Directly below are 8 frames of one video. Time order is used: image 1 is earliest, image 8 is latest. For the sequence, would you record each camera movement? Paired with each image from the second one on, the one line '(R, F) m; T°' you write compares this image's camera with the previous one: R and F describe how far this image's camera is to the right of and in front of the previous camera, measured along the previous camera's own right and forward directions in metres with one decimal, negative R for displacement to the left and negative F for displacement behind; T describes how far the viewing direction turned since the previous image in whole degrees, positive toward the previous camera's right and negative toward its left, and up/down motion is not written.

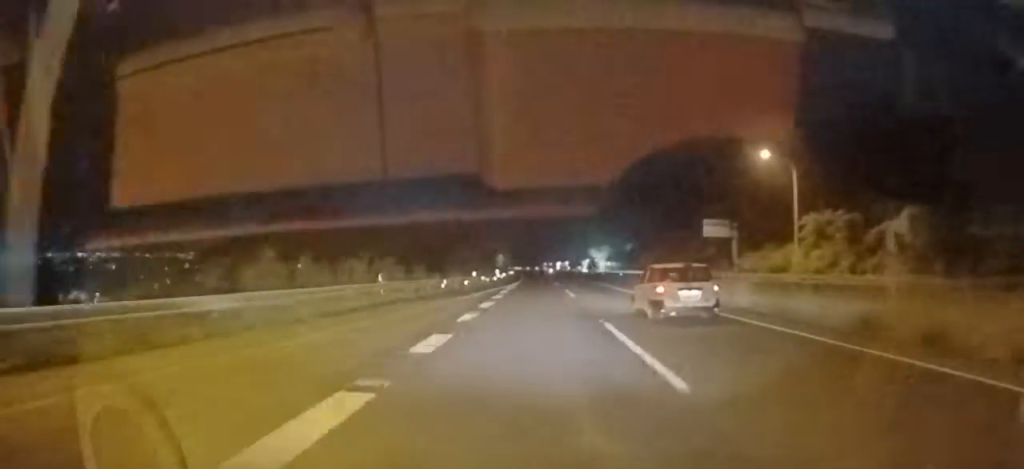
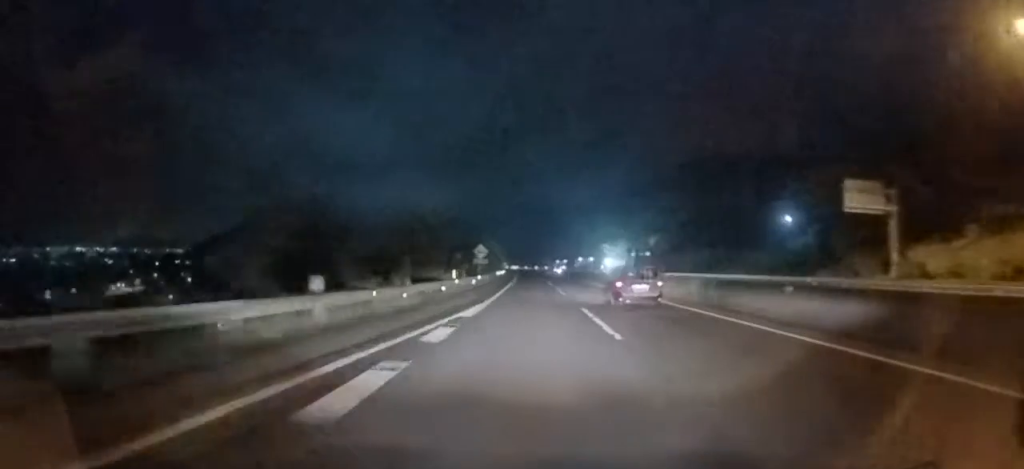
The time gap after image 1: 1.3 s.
(+0.3, +35.0) m; 0°
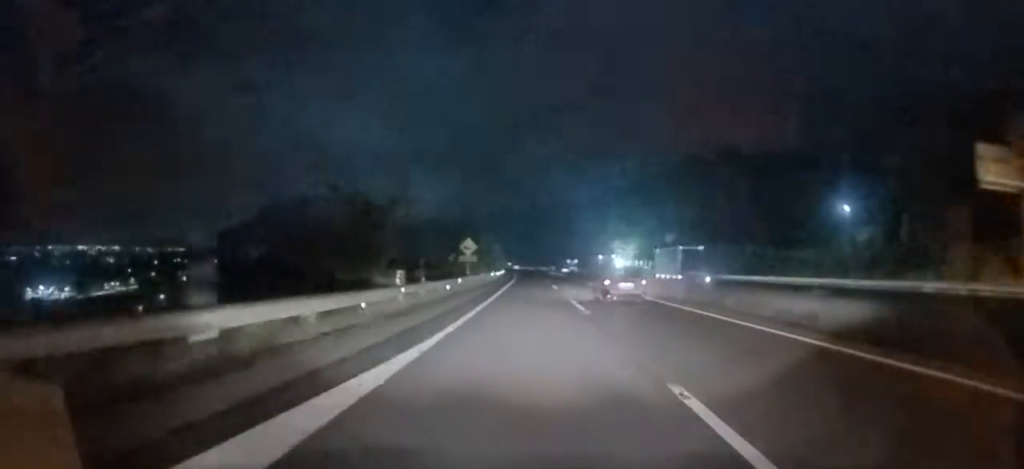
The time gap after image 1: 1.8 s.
(-1.1, +14.1) m; 0°
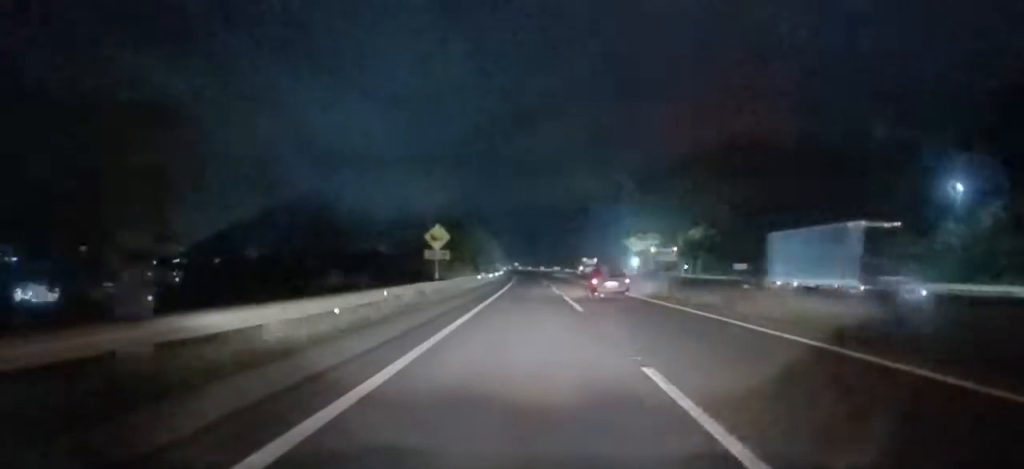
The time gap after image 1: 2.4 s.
(+2.9, +17.9) m; 0°
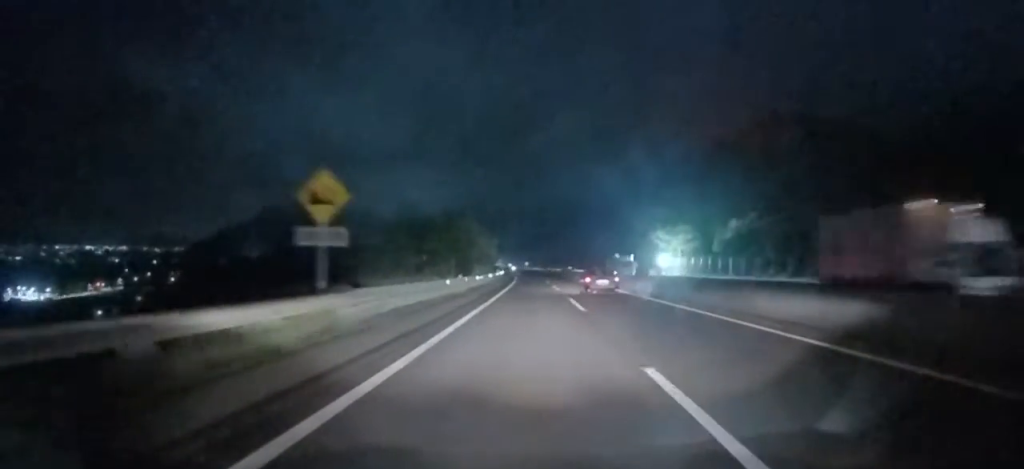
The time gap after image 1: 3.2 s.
(-1.4, +20.2) m; 0°
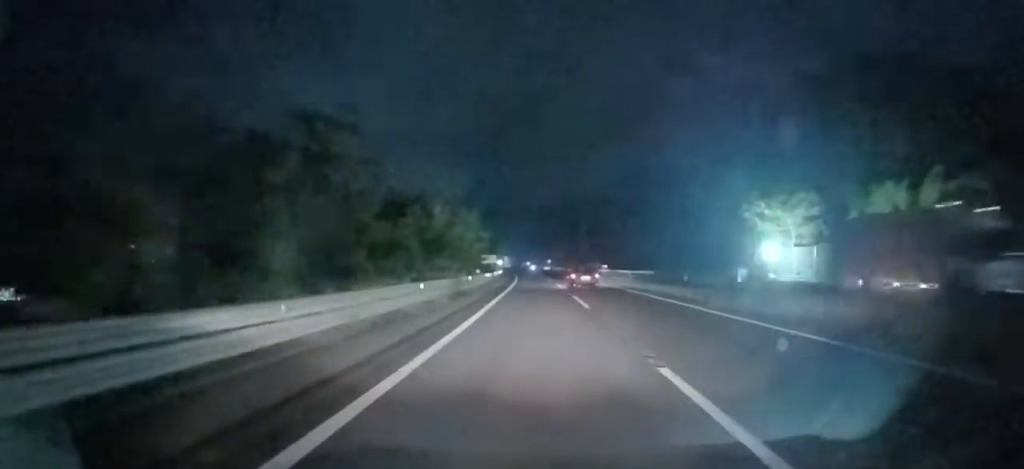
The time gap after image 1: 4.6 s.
(+2.2, +40.0) m; 0°
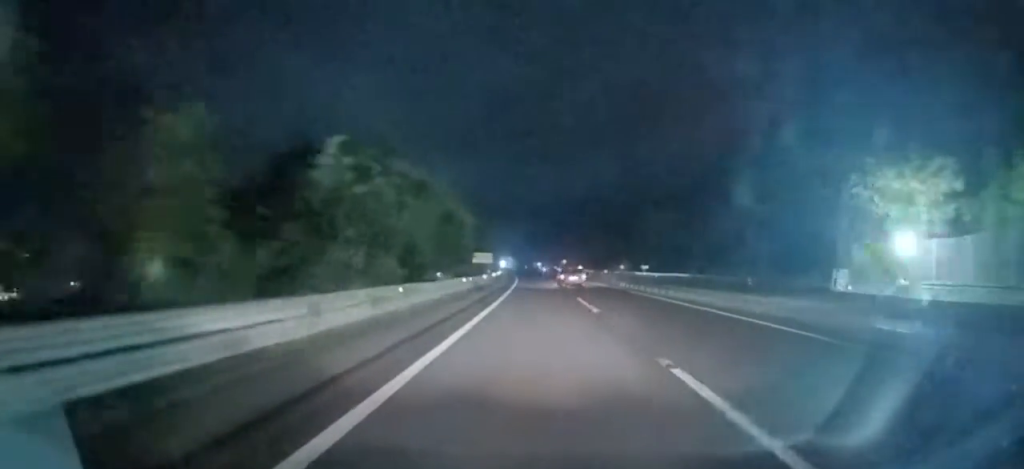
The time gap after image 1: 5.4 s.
(-3.1, +20.1) m; 0°
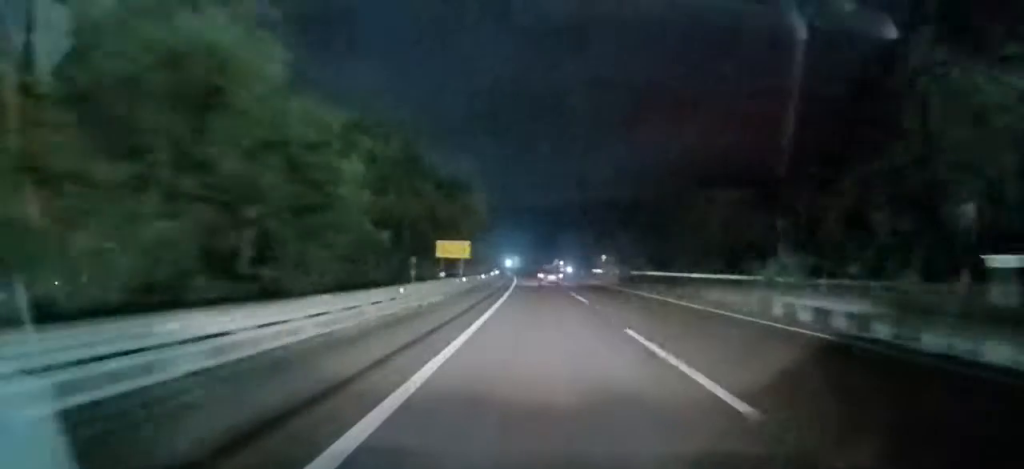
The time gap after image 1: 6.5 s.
(+2.3, +31.5) m; +1°
